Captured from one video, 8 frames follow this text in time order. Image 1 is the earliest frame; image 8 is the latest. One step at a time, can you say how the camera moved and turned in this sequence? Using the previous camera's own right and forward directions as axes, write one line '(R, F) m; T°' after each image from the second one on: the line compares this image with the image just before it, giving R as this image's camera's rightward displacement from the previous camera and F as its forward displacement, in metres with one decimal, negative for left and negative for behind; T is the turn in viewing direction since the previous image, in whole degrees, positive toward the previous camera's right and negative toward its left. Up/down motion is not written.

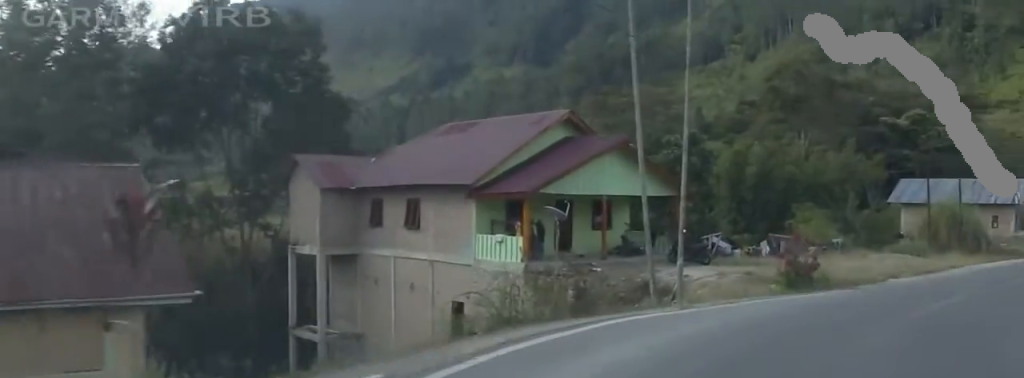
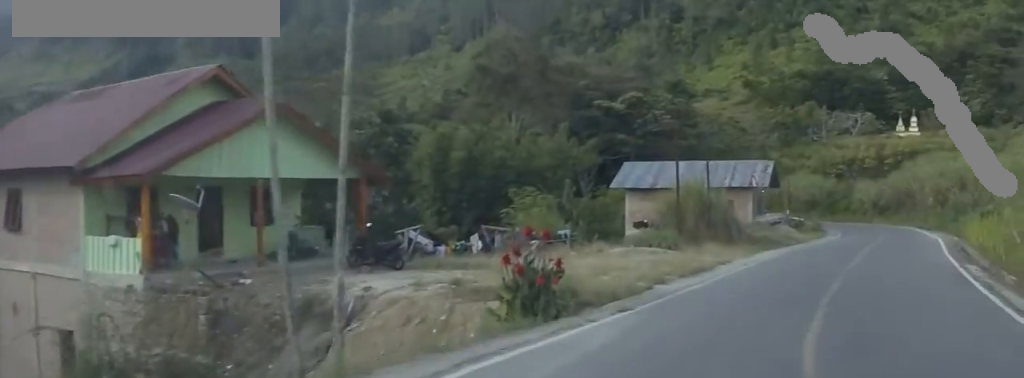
(+2.1, +10.0) m; +17°
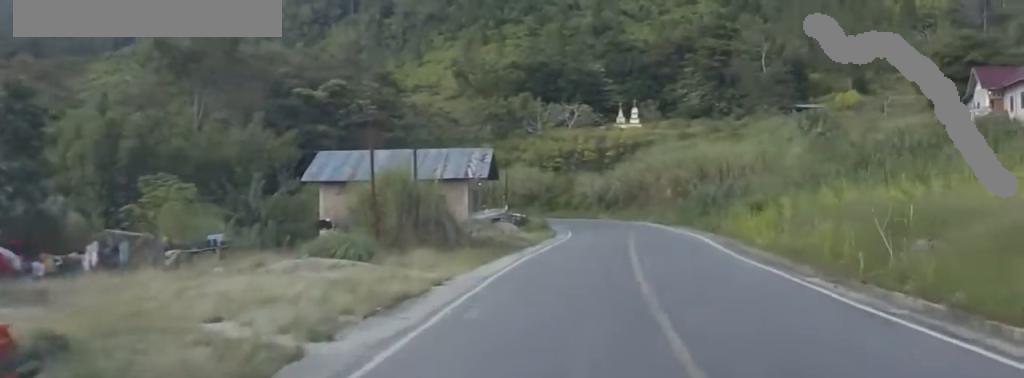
(+0.8, +10.9) m; +10°
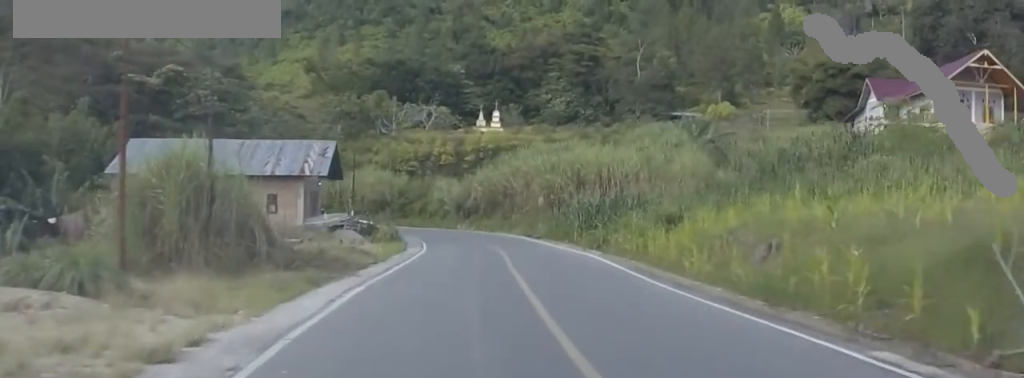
(+0.8, +9.2) m; +7°
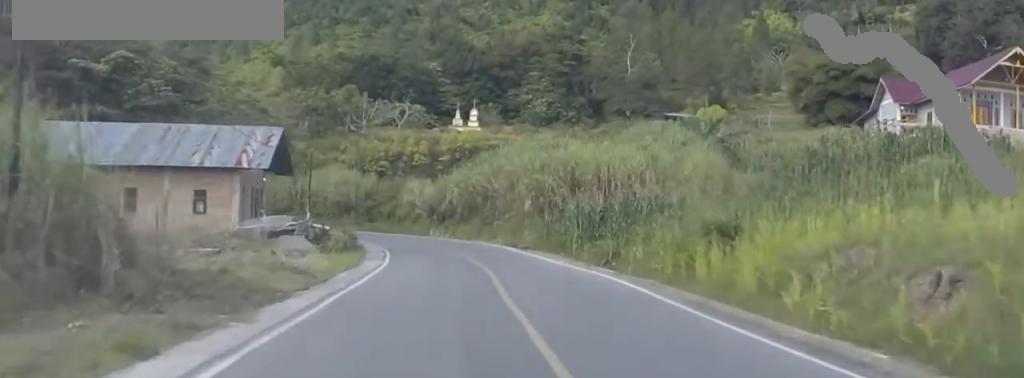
(+0.5, +8.9) m; +1°
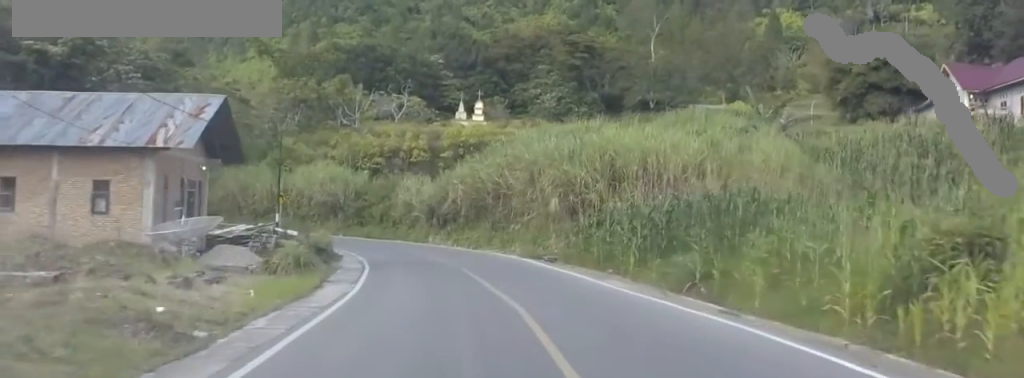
(0.0, +11.0) m; 0°
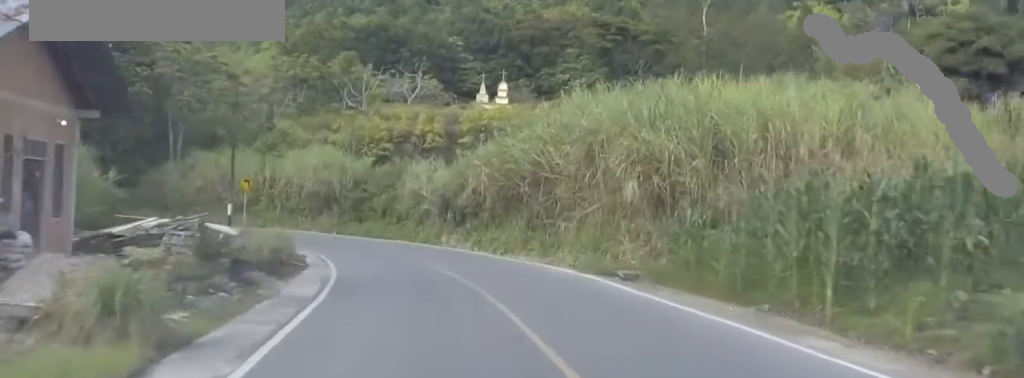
(-0.1, +12.7) m; -3°
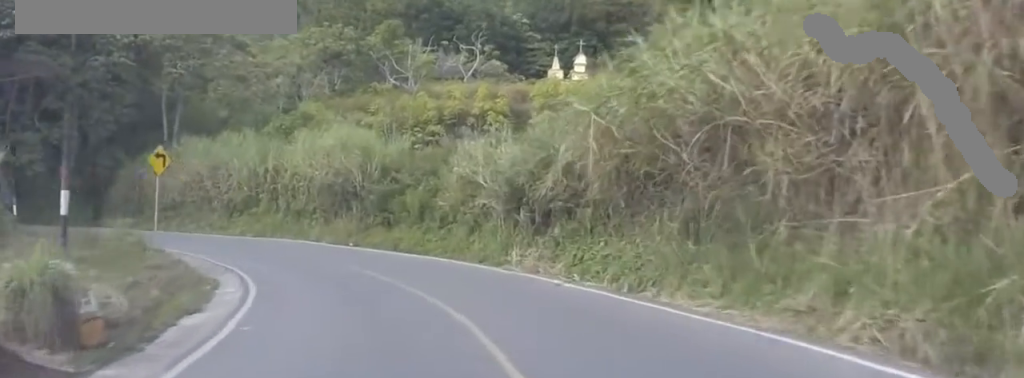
(-1.6, +17.4) m; -11°
